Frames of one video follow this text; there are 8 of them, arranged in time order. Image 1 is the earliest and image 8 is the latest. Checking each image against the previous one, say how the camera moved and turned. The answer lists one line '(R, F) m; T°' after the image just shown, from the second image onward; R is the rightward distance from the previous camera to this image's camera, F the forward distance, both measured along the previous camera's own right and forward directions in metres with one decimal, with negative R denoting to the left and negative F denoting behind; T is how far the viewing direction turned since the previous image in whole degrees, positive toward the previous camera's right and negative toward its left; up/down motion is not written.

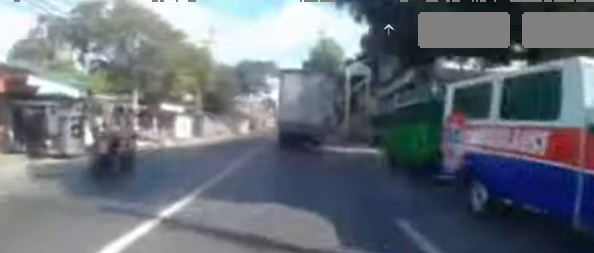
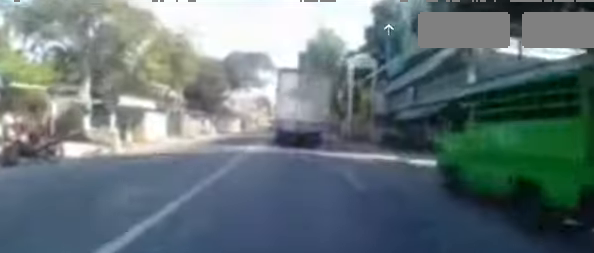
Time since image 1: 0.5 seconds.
(0.0, +4.3) m; +1°
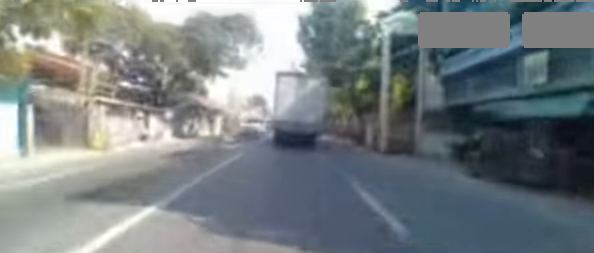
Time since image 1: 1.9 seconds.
(-0.2, +10.5) m; -3°
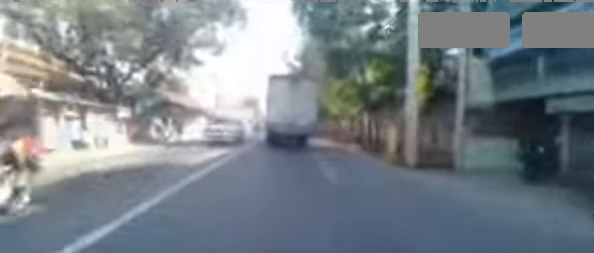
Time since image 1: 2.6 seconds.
(-0.3, +5.1) m; +1°
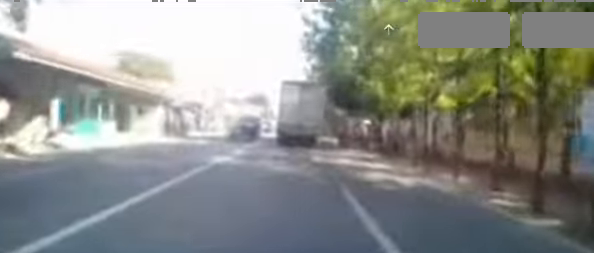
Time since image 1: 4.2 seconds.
(+0.8, +12.5) m; +1°
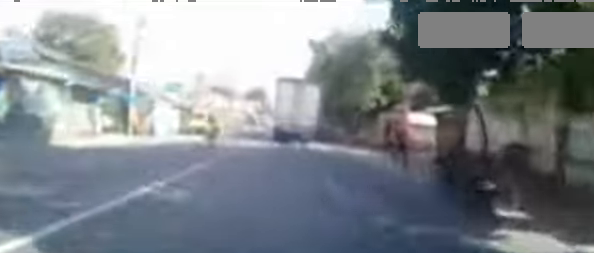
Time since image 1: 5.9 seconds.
(-0.4, +12.0) m; -4°
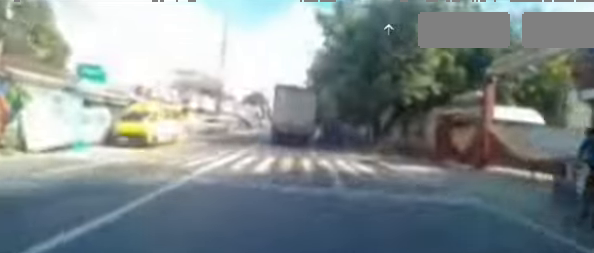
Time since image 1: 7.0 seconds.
(-0.2, +7.9) m; 0°
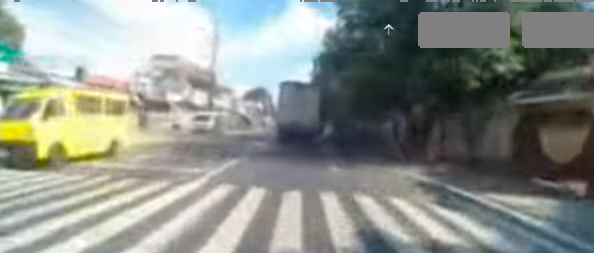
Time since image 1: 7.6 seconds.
(0.0, +5.2) m; +1°
